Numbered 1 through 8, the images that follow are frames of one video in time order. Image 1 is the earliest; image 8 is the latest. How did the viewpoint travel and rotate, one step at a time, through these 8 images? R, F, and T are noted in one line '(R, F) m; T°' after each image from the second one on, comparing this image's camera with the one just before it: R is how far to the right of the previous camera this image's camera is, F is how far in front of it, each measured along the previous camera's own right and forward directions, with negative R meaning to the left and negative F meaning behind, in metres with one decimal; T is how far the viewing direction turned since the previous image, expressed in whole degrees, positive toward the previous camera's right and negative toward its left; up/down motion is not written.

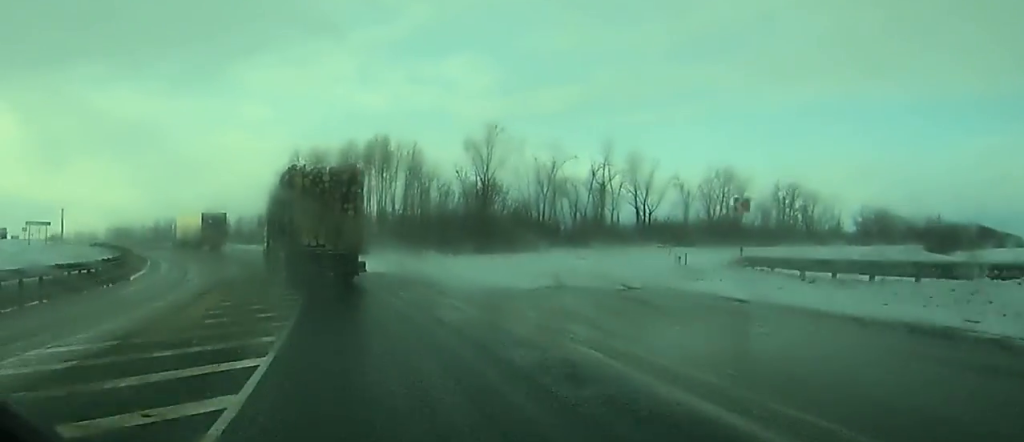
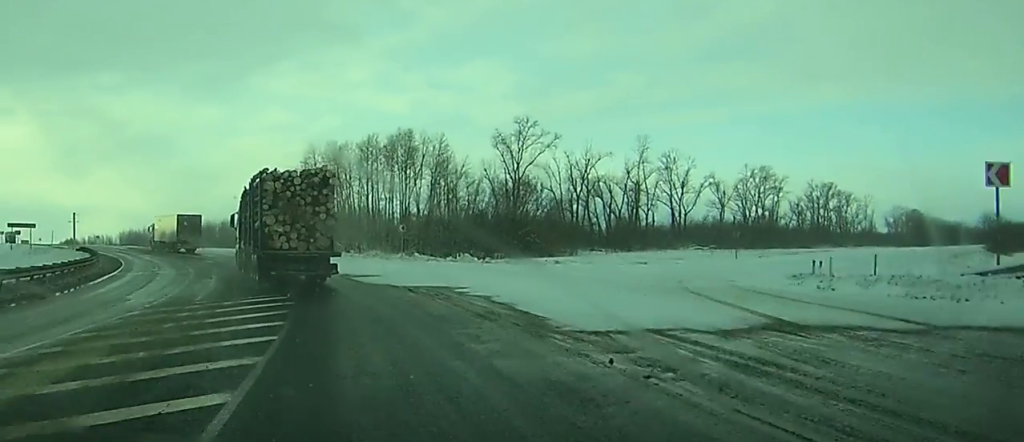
(0.0, +12.1) m; -1°
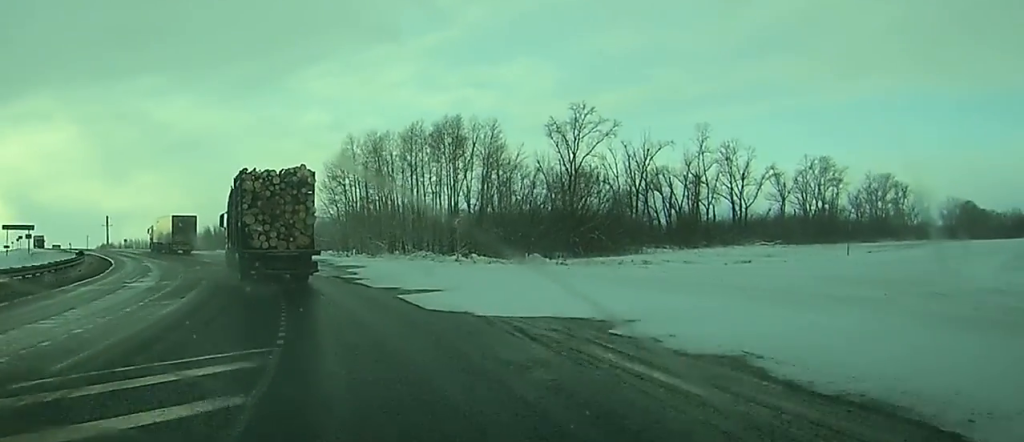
(-0.1, +12.8) m; -1°
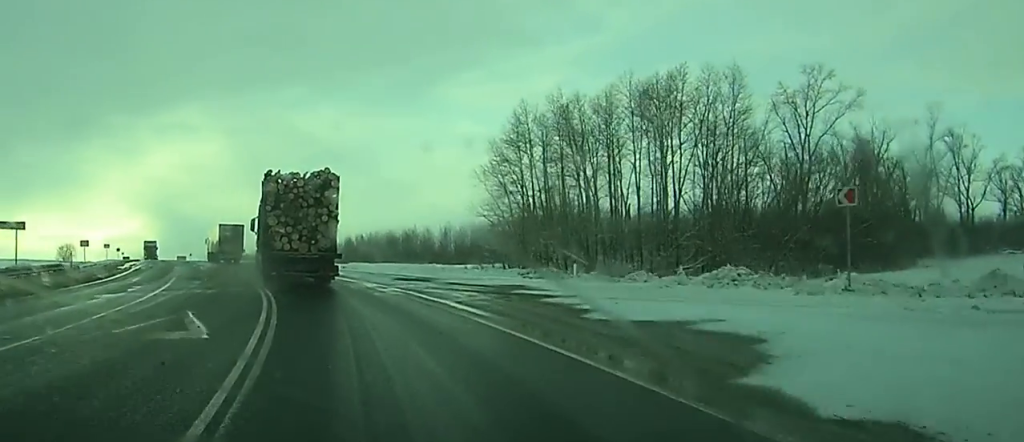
(-1.7, +35.4) m; -6°
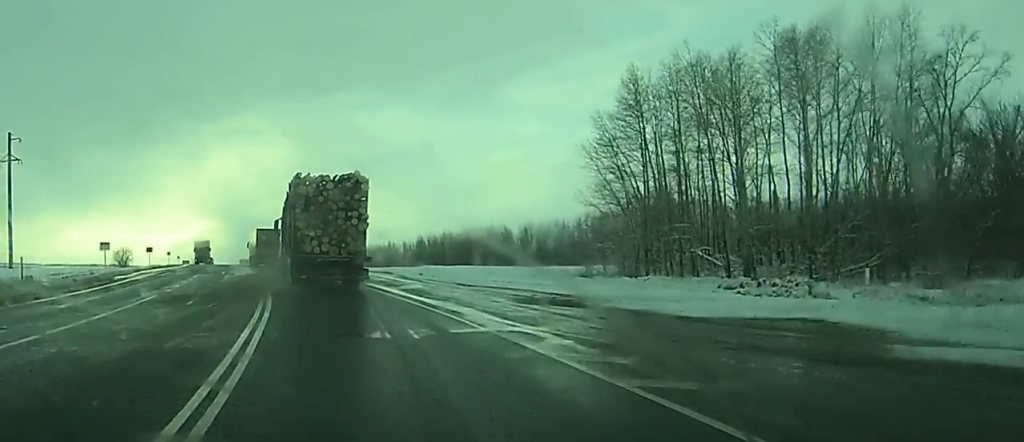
(-0.6, +16.7) m; -5°
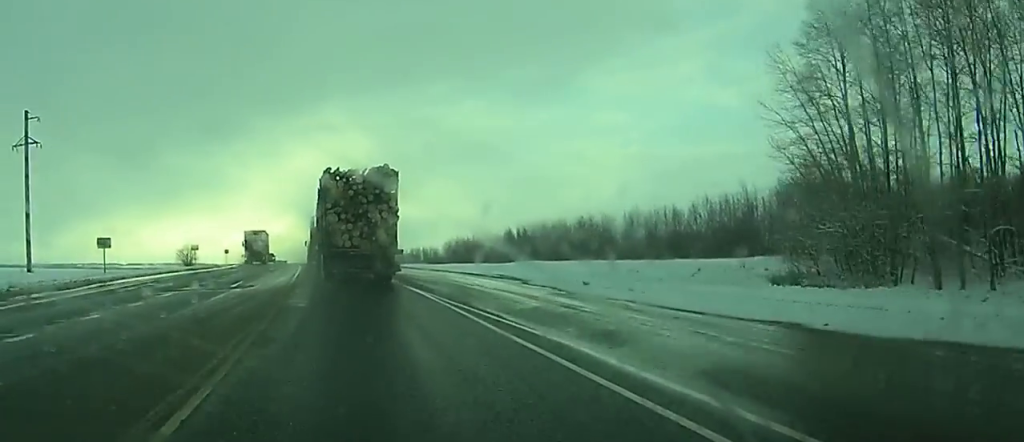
(-1.4, +22.2) m; -7°
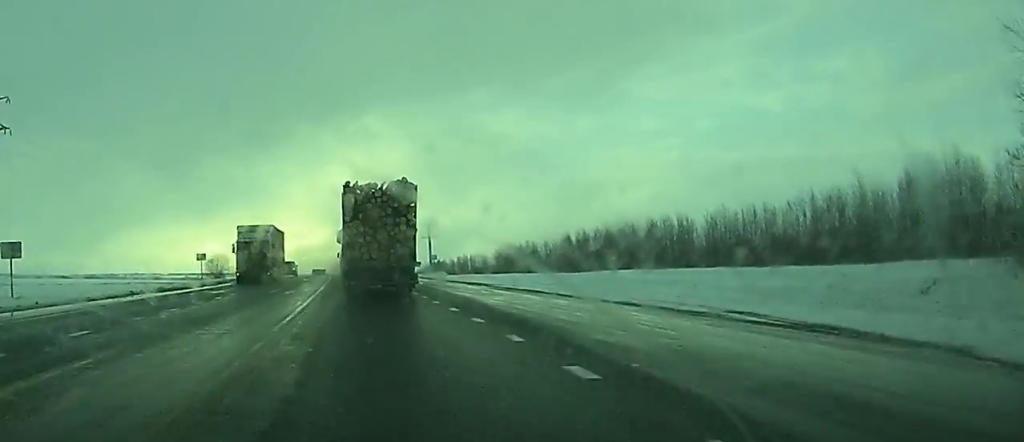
(-1.0, +22.2) m; -4°
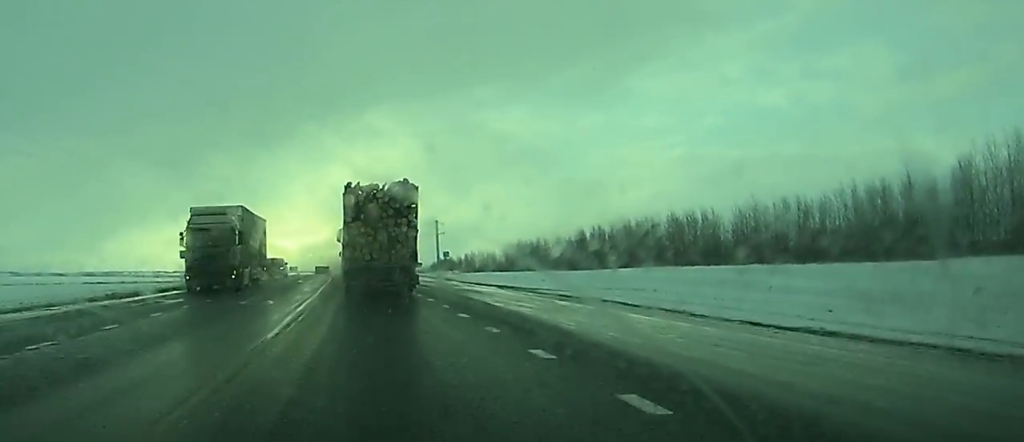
(-0.2, +10.1) m; -1°
